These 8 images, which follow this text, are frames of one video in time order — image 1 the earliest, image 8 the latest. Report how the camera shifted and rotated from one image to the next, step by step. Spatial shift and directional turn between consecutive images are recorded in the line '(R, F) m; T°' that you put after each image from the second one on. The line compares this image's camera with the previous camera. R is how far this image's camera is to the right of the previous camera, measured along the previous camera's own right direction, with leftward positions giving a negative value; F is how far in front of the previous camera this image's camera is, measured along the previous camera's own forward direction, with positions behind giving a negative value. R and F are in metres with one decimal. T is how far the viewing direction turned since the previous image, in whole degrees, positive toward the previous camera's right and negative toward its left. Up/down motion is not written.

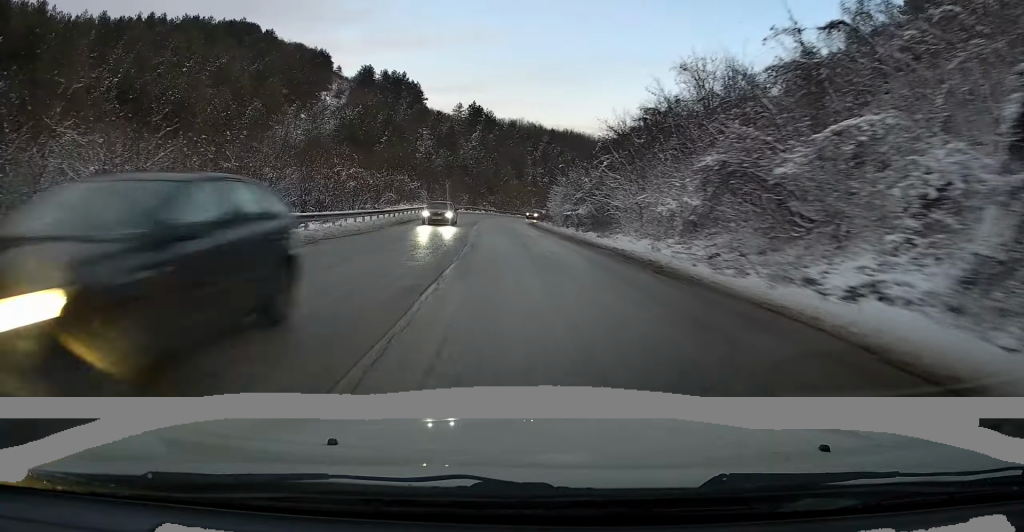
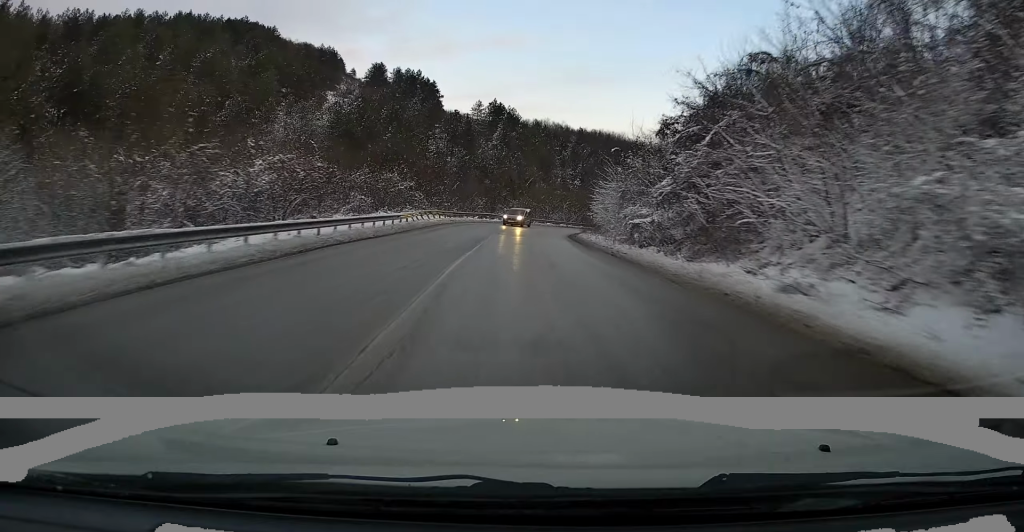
(-0.9, +20.1) m; -3°
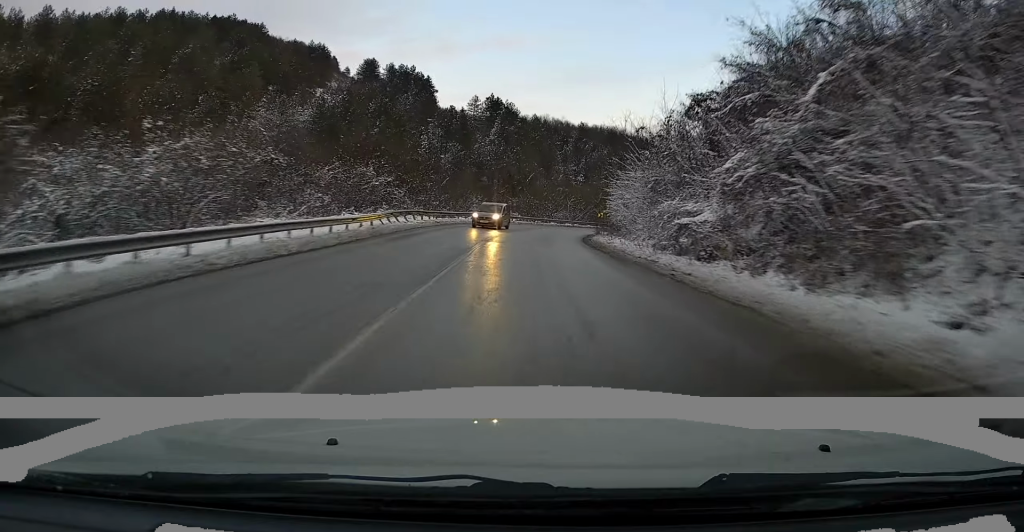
(-0.2, +8.9) m; 0°
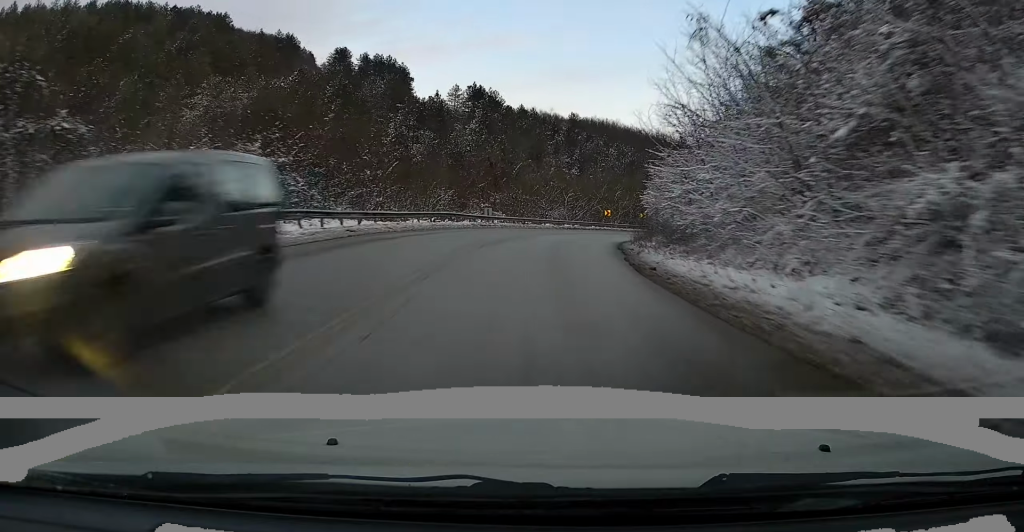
(+0.5, +18.4) m; +3°
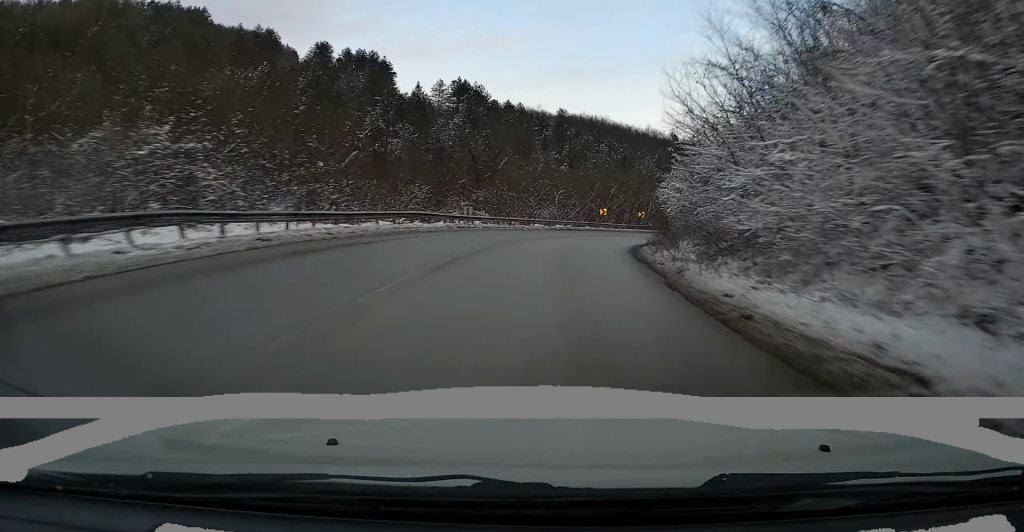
(-0.1, +6.9) m; +1°
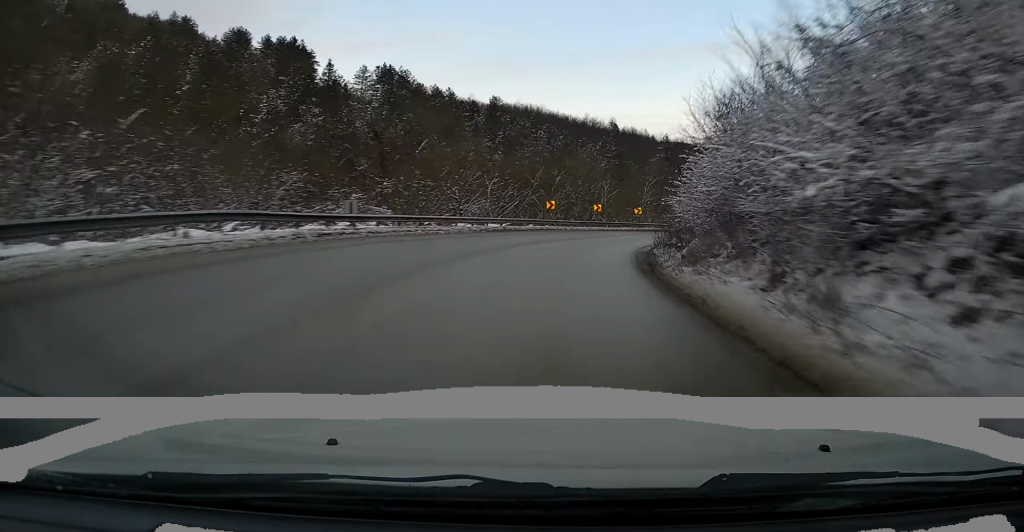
(+0.6, +14.6) m; +6°
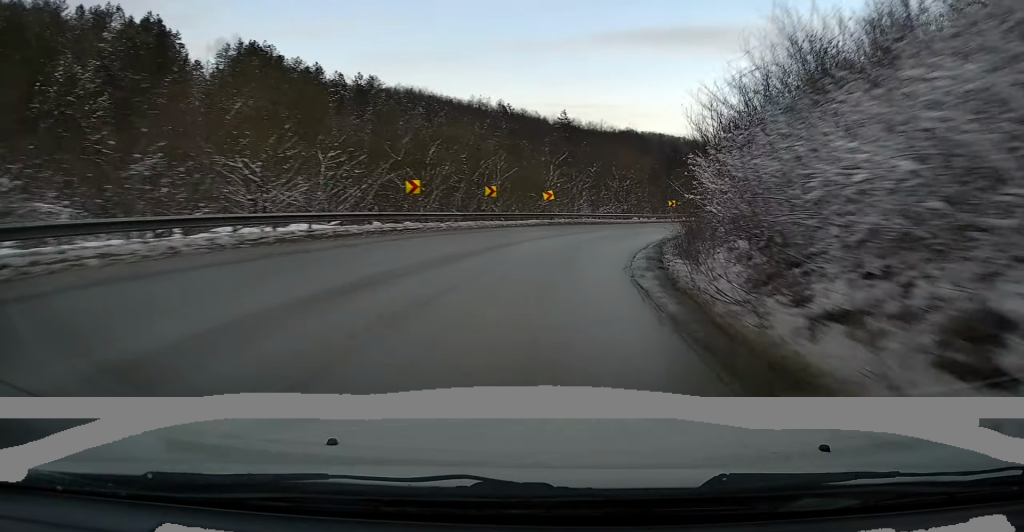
(+1.7, +18.7) m; +11°
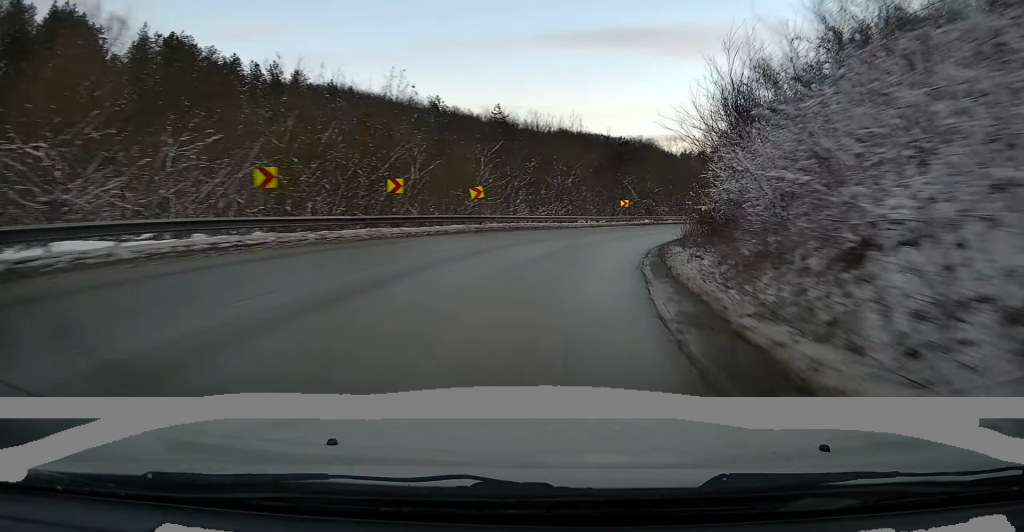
(+0.6, +9.6) m; +6°
